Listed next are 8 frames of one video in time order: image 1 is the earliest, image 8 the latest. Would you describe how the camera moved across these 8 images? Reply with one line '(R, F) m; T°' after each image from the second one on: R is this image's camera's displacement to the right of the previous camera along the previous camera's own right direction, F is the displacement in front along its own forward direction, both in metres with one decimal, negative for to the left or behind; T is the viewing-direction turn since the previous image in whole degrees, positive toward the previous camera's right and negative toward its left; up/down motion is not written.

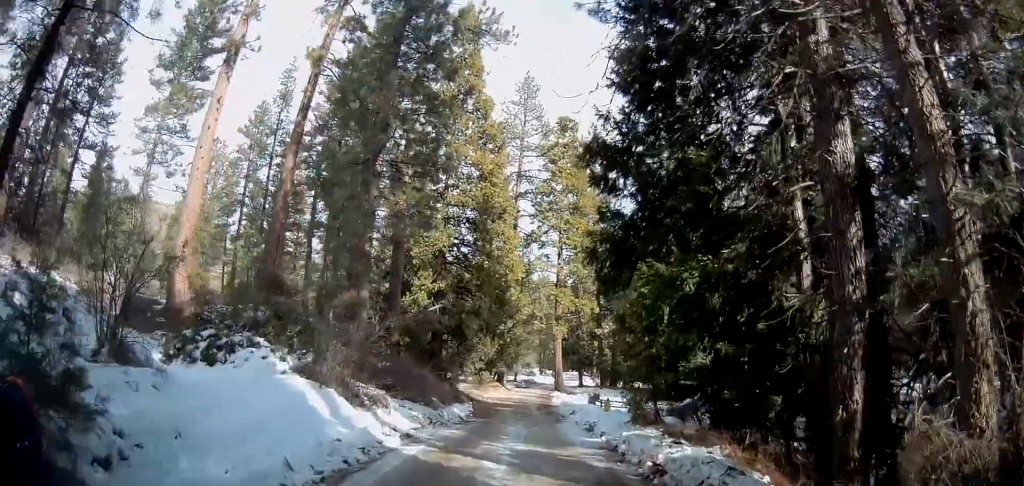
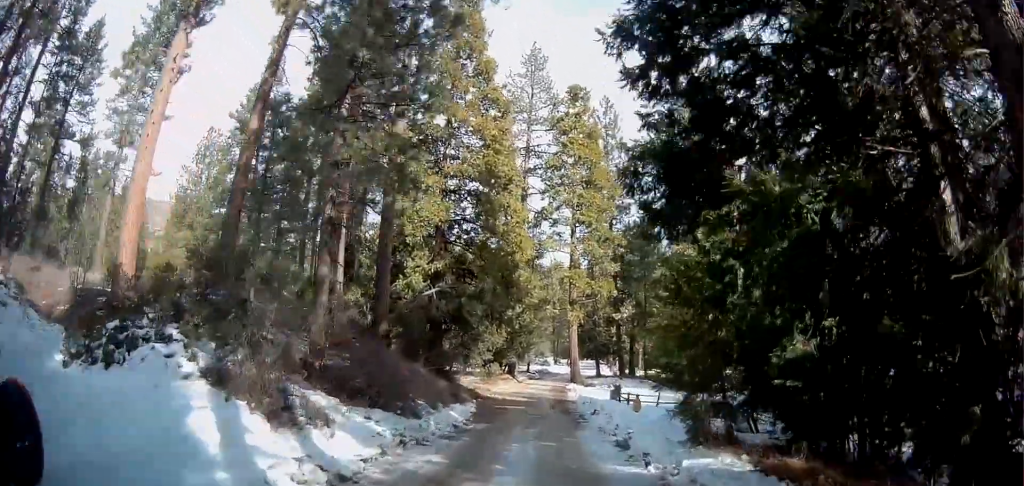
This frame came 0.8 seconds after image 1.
(-0.1, +4.8) m; +1°
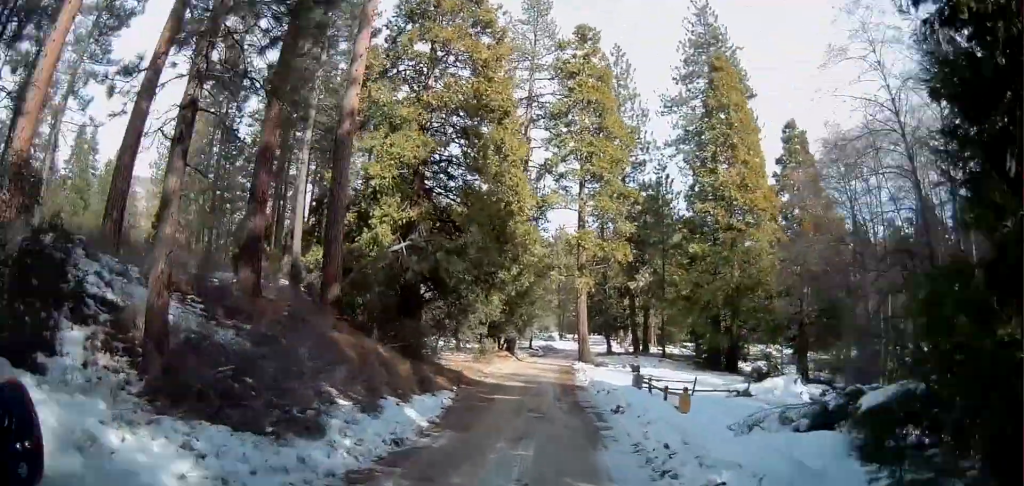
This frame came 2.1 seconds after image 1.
(+0.4, +6.9) m; +2°
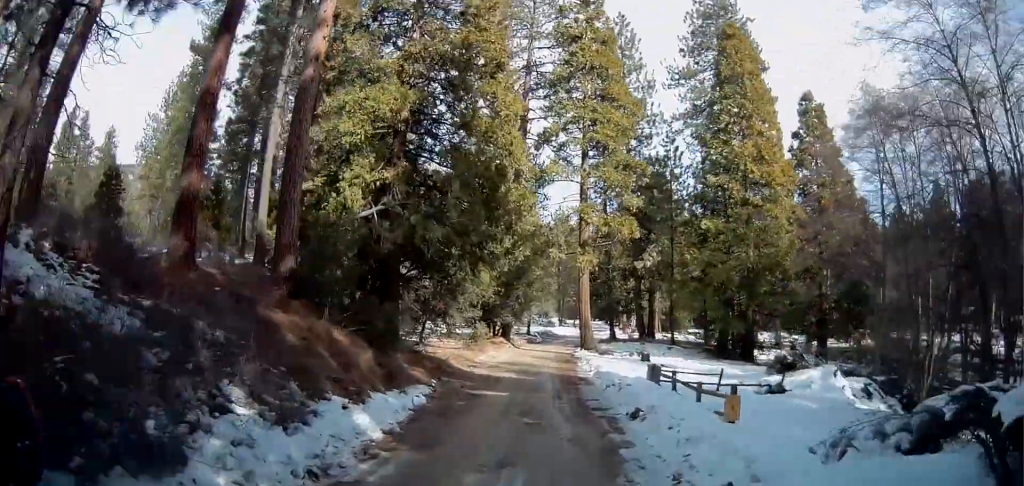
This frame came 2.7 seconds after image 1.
(0.0, +3.6) m; -3°
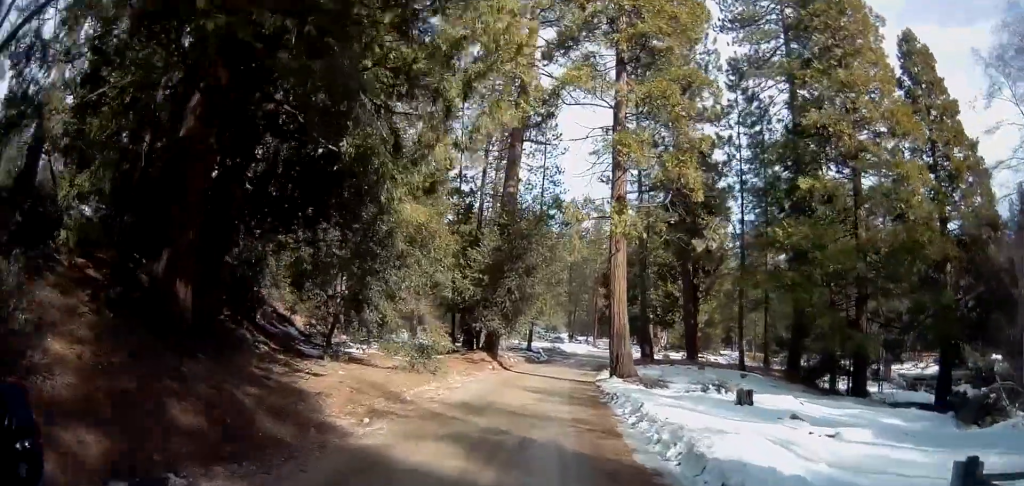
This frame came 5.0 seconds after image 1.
(-1.2, +15.2) m; -6°
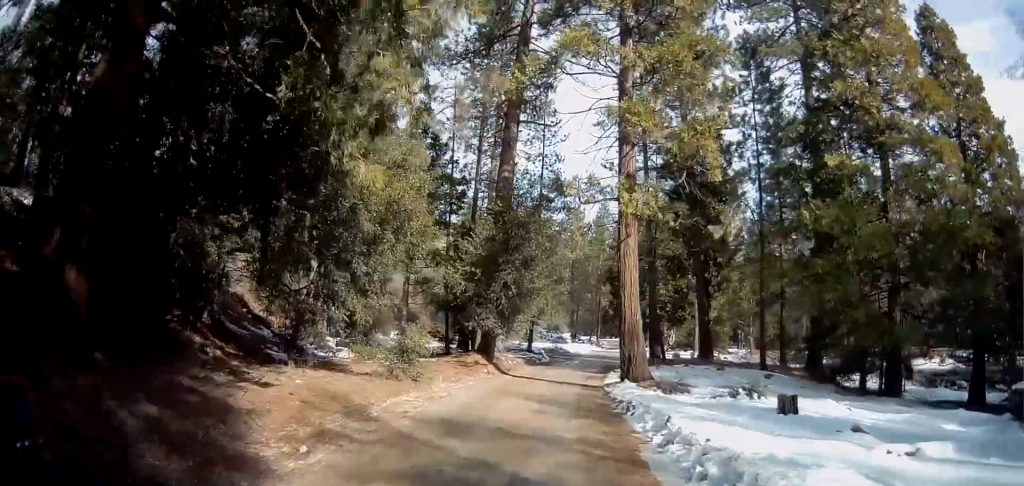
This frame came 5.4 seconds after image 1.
(0.0, +3.2) m; -1°
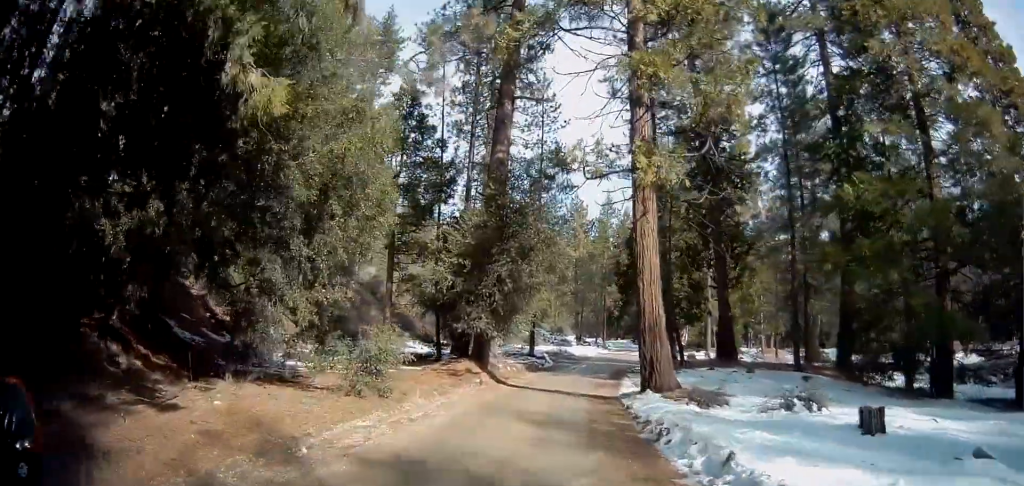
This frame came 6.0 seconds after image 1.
(-0.1, +4.0) m; -1°
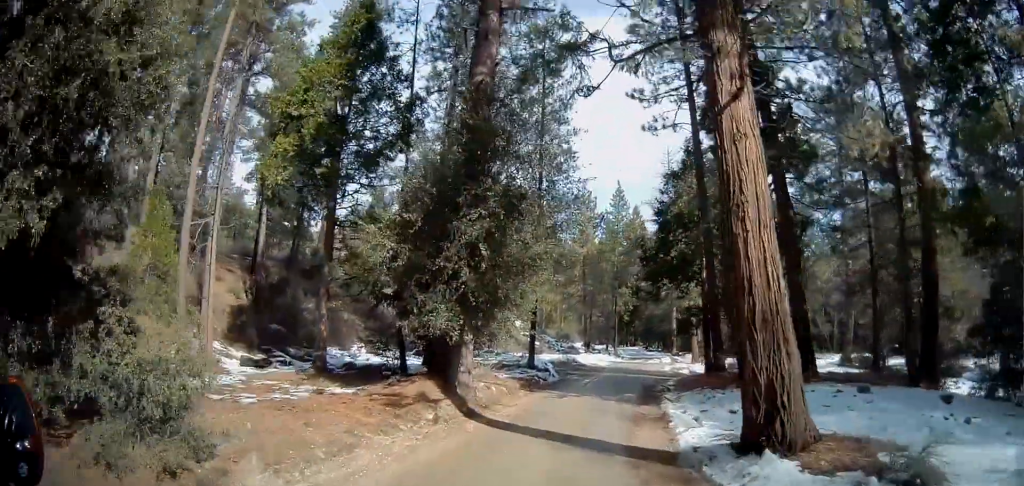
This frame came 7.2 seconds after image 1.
(0.0, +8.6) m; +2°
